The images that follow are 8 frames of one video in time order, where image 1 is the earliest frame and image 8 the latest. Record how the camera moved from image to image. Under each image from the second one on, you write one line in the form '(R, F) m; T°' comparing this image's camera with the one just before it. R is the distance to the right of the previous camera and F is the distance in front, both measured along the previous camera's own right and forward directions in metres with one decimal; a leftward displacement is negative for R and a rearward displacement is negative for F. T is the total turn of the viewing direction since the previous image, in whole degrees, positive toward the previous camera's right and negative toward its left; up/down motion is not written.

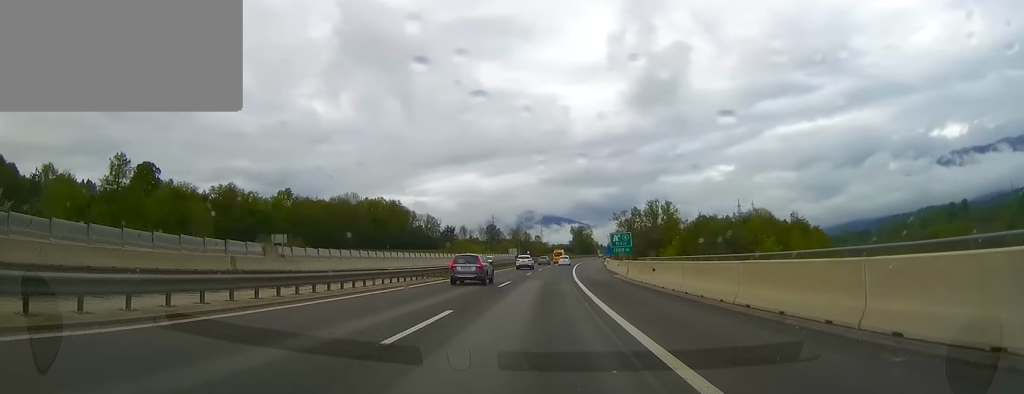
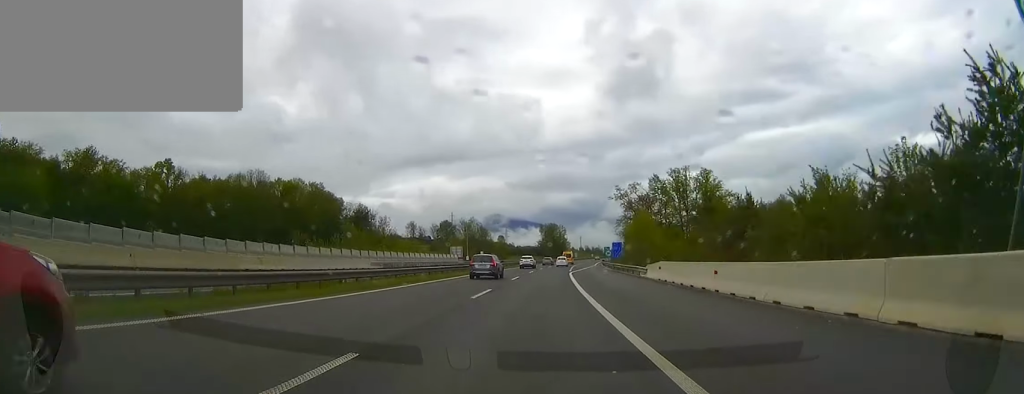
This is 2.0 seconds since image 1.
(+0.9, +63.7) m; +2°
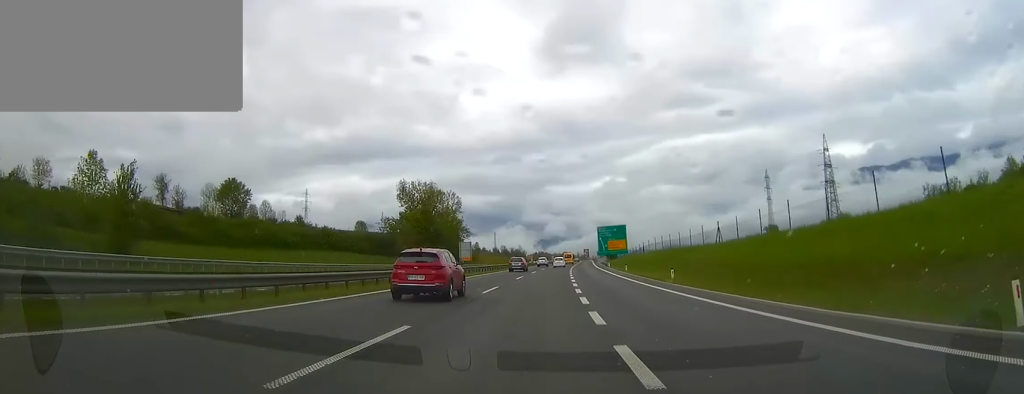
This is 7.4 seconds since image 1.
(+11.3, +171.3) m; +8°
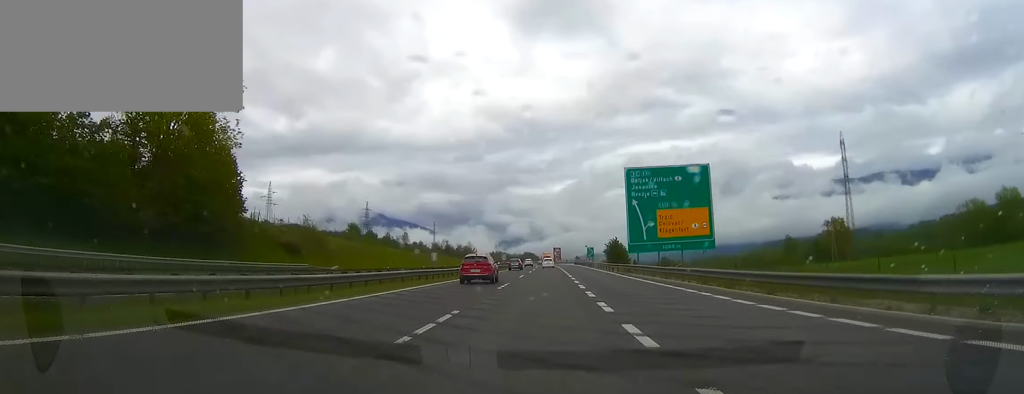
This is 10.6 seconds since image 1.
(+3.4, +102.1) m; +2°
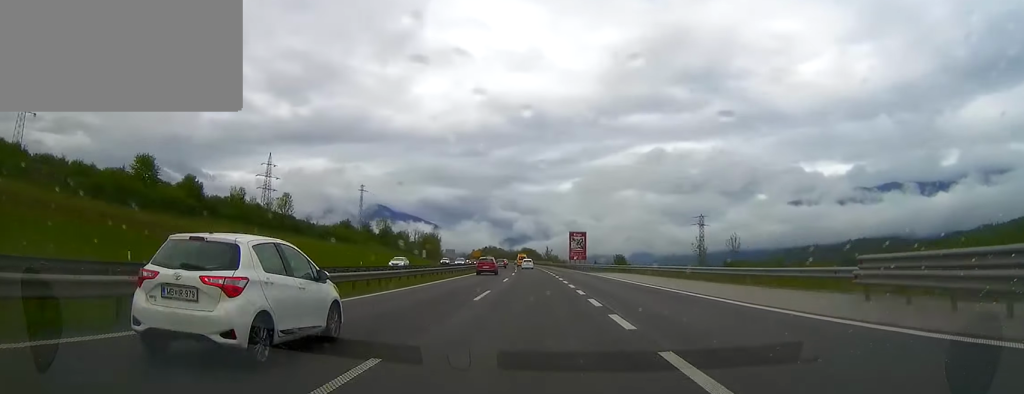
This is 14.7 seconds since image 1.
(+0.5, +131.0) m; -1°
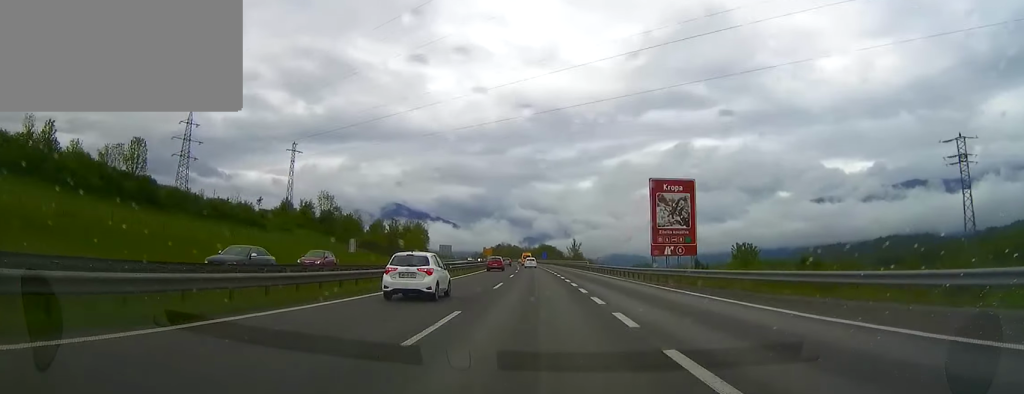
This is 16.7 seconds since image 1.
(-0.6, +63.9) m; -1°
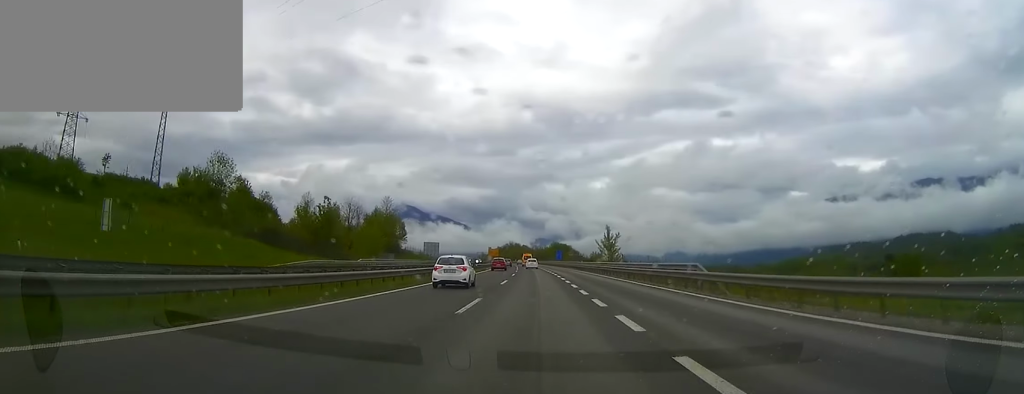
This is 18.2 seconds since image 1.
(-0.7, +47.9) m; -1°
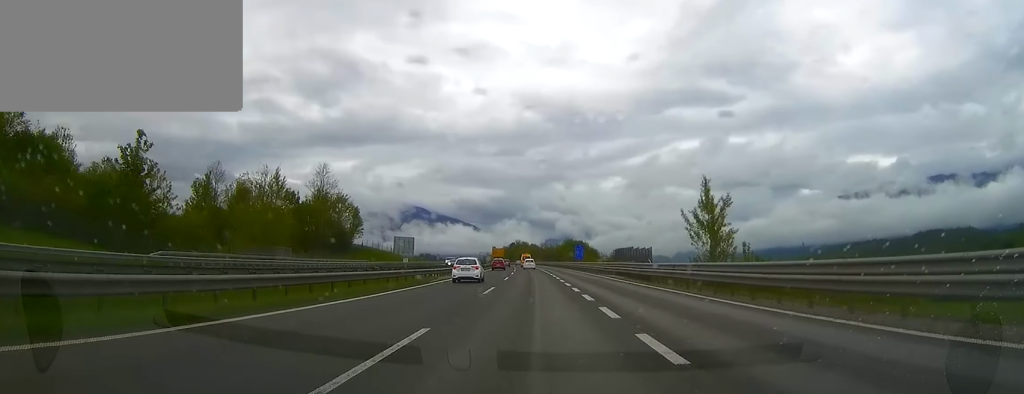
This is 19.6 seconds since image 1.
(-0.5, +44.8) m; -1°
